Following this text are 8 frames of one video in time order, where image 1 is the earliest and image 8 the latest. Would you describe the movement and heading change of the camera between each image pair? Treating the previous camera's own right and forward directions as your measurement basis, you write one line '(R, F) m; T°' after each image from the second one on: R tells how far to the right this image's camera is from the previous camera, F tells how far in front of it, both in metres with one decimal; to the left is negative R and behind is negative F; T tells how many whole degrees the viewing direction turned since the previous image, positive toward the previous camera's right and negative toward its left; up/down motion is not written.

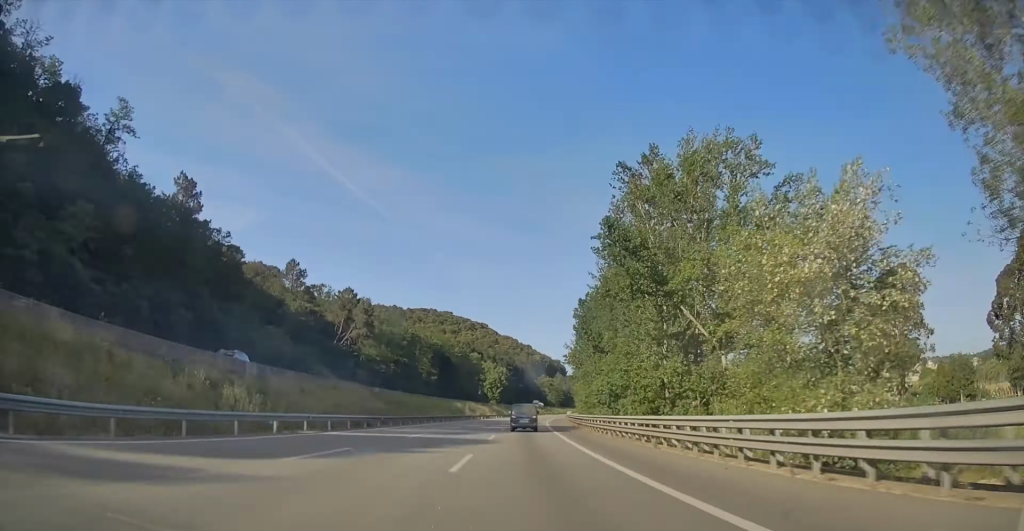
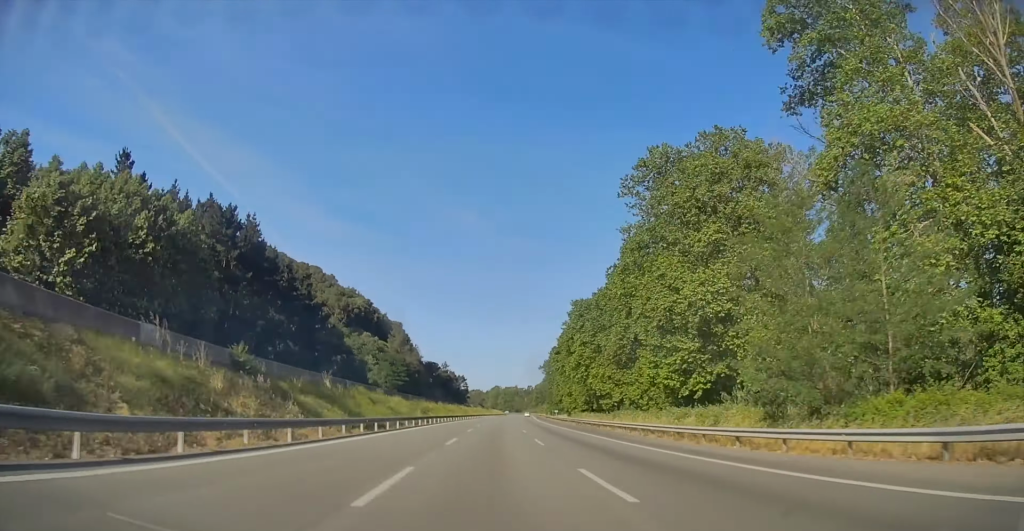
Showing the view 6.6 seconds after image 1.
(+22.0, +223.9) m; +9°
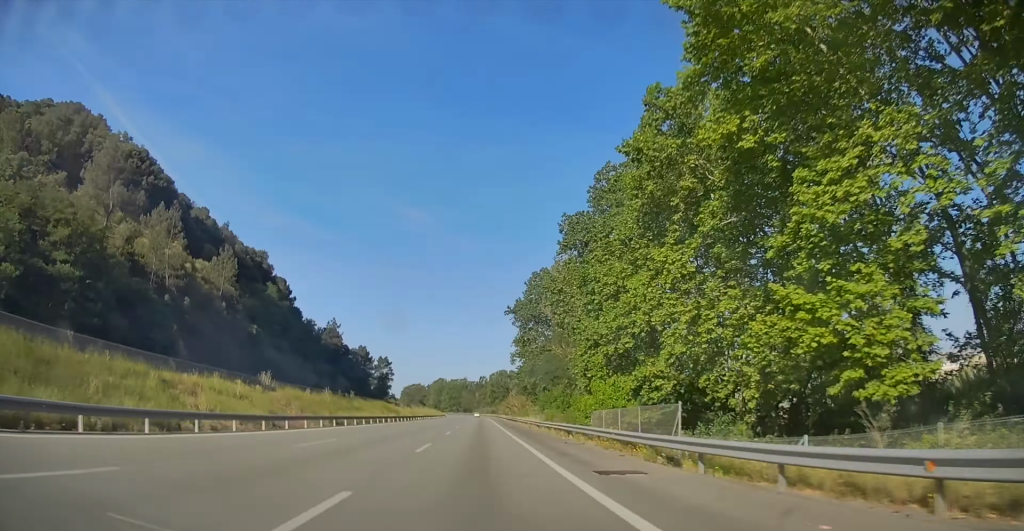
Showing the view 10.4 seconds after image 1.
(+8.1, +129.5) m; -1°
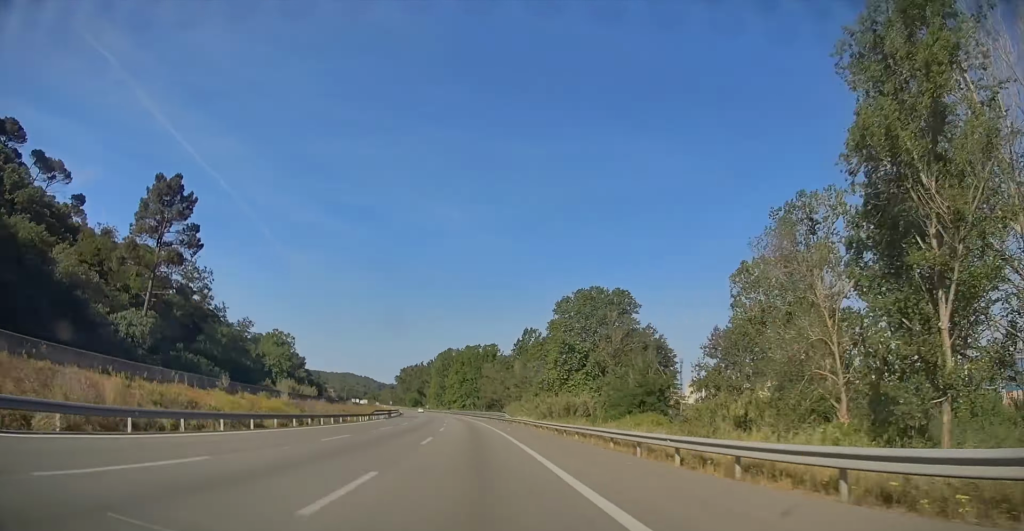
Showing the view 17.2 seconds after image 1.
(+0.8, +235.3) m; -4°
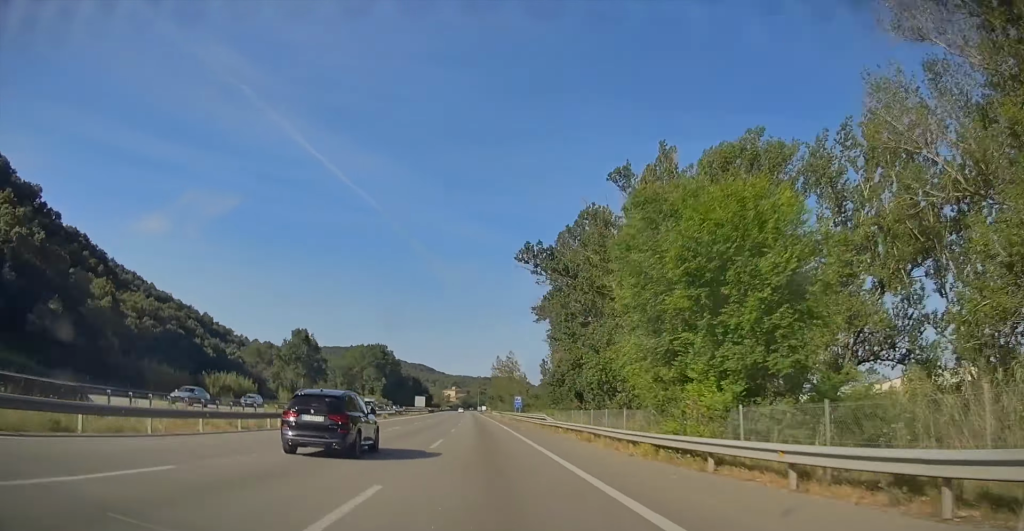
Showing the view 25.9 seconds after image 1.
(-26.1, +295.0) m; -7°
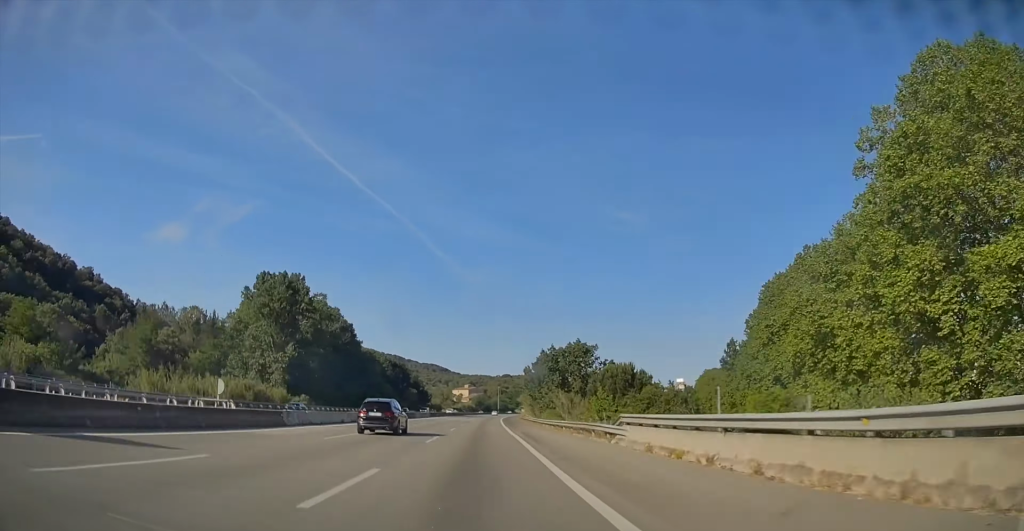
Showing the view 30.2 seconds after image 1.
(-9.5, +147.4) m; -1°
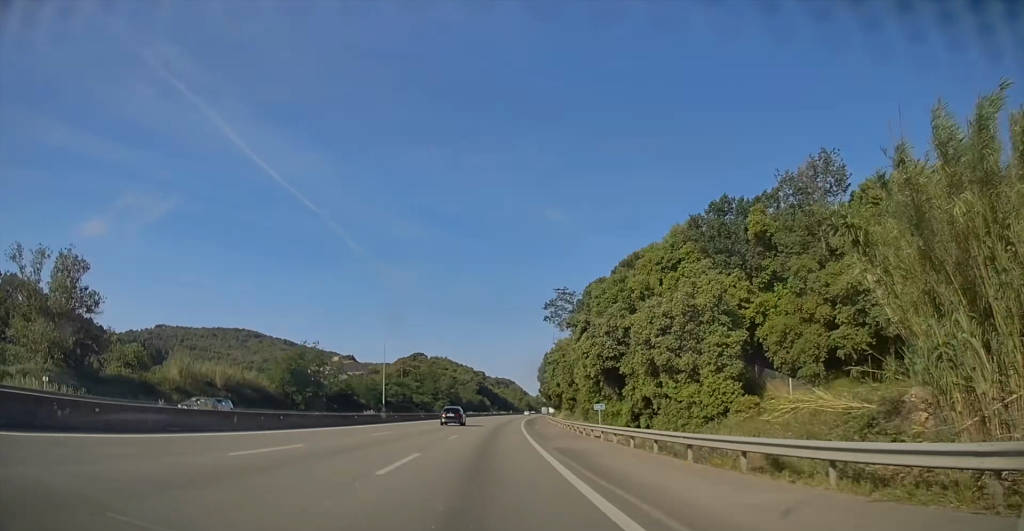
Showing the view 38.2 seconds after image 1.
(+13.2, +273.8) m; +8°
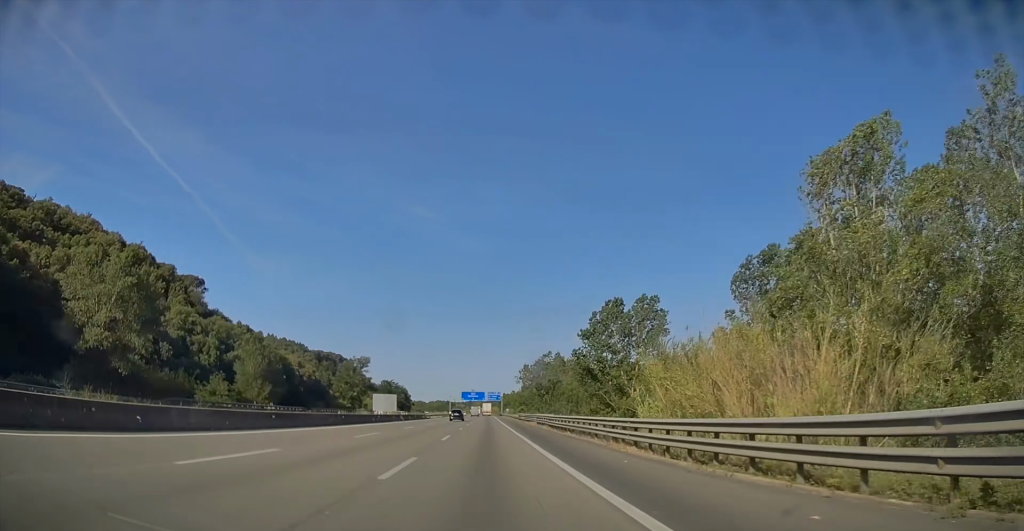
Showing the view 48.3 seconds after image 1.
(+32.3, +346.0) m; +5°
